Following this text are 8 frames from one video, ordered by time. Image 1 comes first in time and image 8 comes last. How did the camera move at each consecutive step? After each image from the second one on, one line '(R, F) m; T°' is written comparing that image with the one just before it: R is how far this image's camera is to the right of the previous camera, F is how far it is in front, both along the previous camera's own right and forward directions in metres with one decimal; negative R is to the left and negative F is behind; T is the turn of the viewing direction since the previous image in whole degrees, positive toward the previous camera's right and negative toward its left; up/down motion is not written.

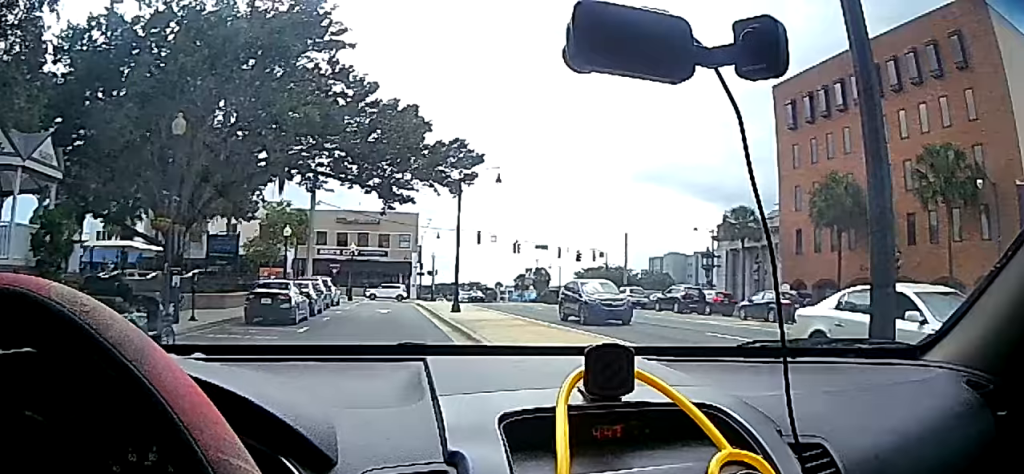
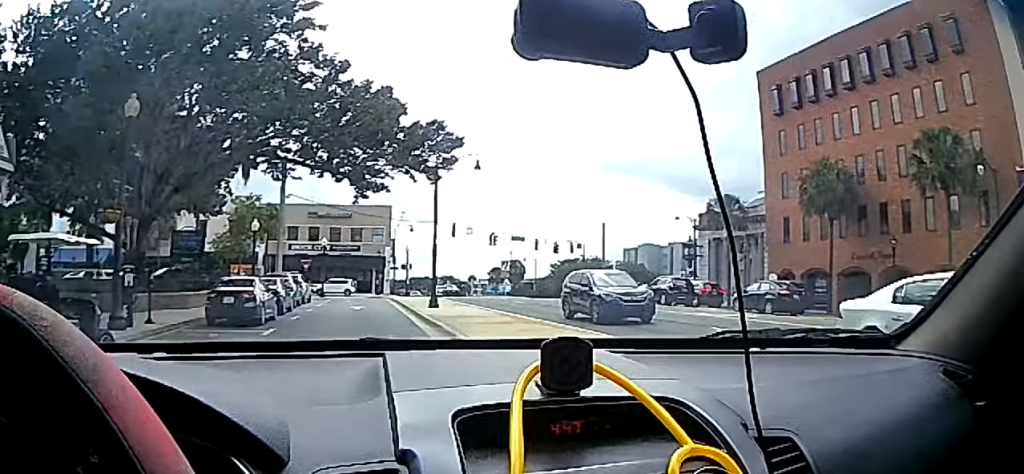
(0.0, +1.7) m; +3°
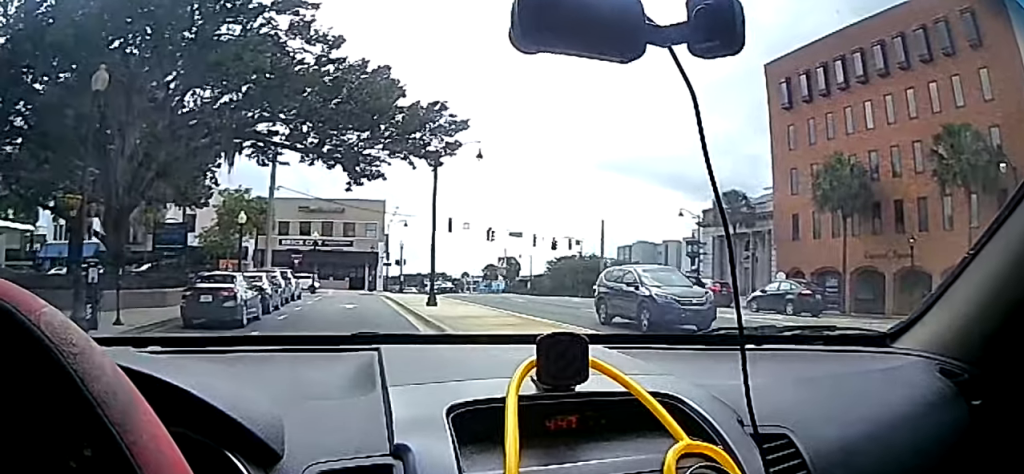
(+0.1, +2.0) m; +3°
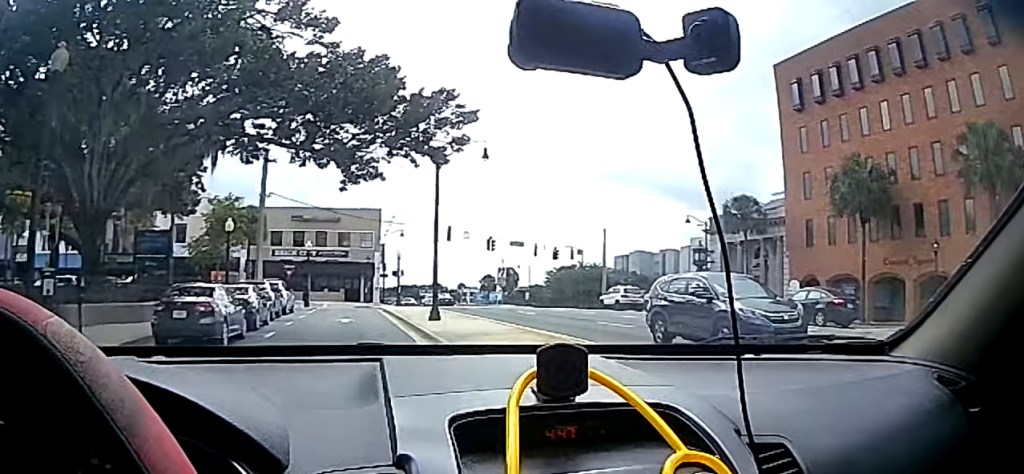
(0.0, +2.1) m; +3°
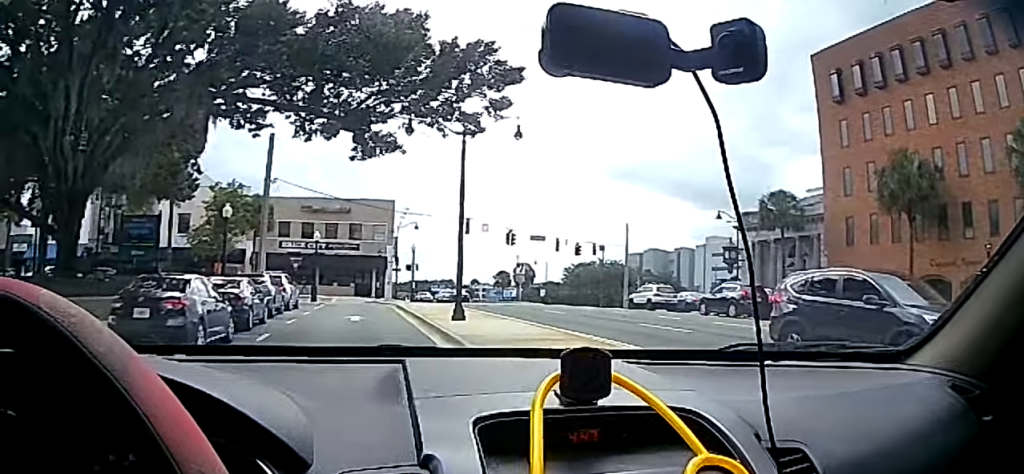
(+0.1, +3.0) m; +2°
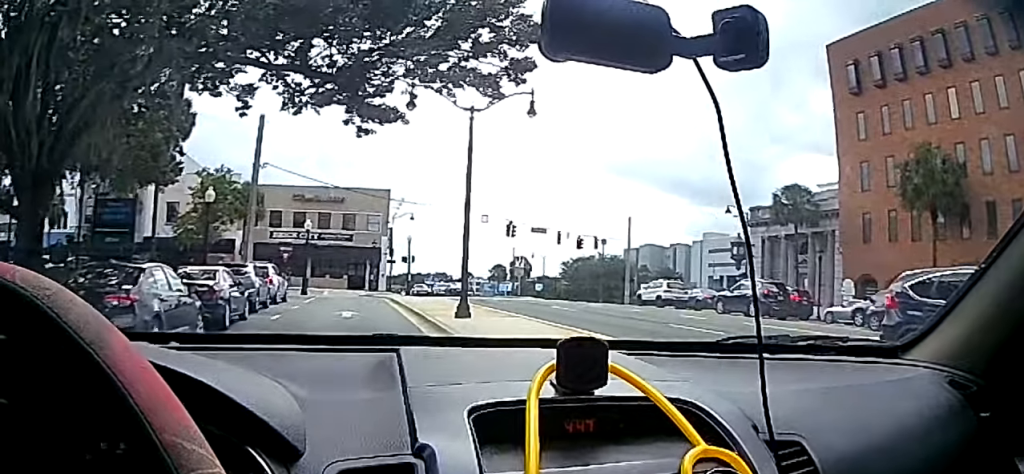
(0.0, +2.2) m; +2°
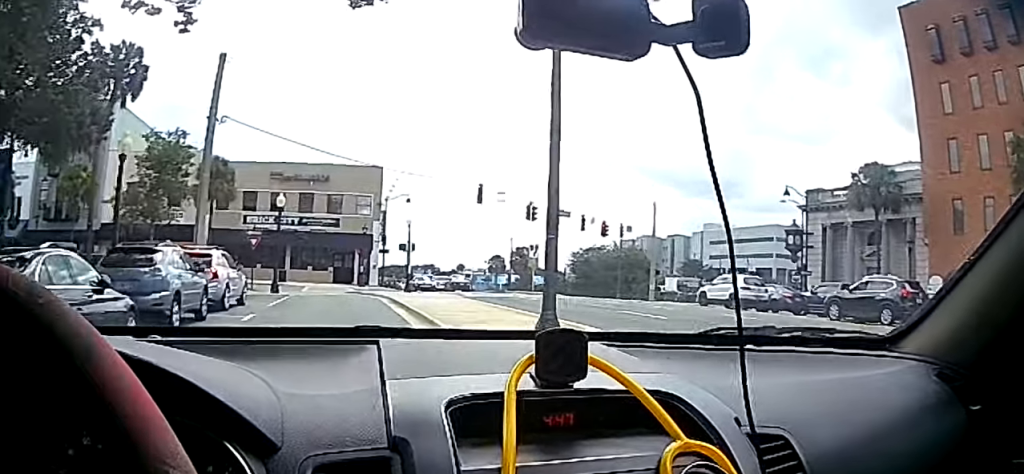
(+0.6, +10.0) m; -9°
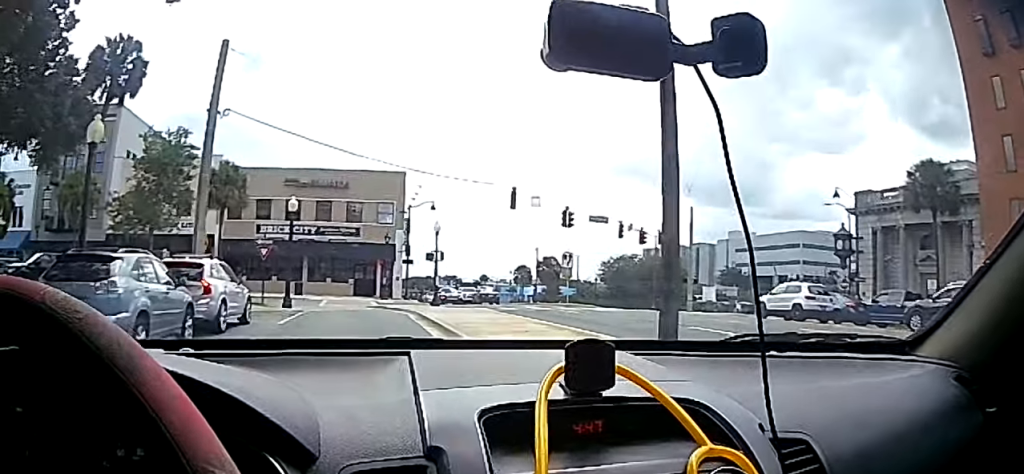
(-0.9, +3.7) m; -8°
